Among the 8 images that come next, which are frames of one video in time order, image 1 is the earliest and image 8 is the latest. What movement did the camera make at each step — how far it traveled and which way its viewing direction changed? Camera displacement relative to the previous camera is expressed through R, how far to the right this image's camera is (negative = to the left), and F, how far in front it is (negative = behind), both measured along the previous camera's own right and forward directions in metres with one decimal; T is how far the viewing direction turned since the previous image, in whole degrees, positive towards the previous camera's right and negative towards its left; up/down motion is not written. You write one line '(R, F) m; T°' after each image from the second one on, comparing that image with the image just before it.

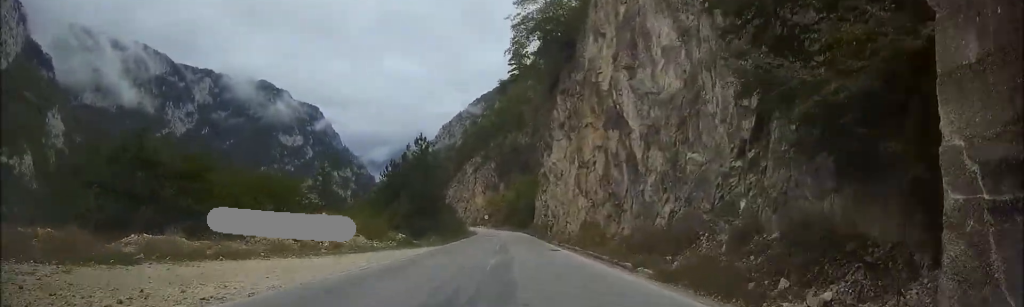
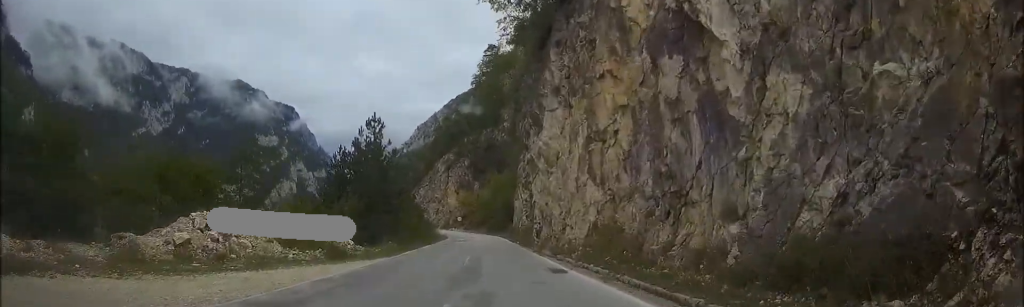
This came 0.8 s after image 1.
(+0.2, +11.6) m; +1°
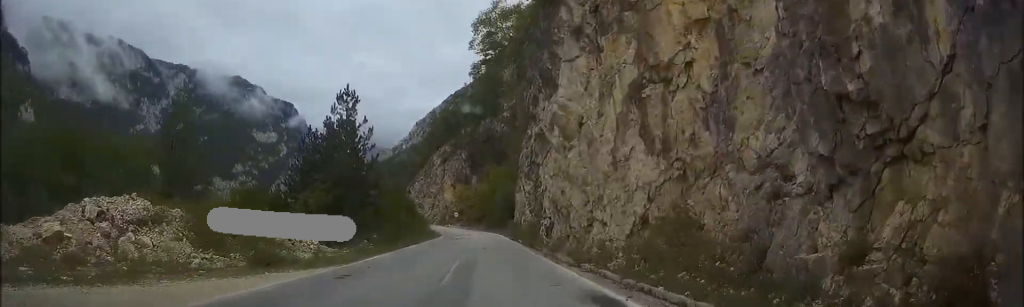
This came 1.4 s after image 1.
(0.0, +8.0) m; 0°
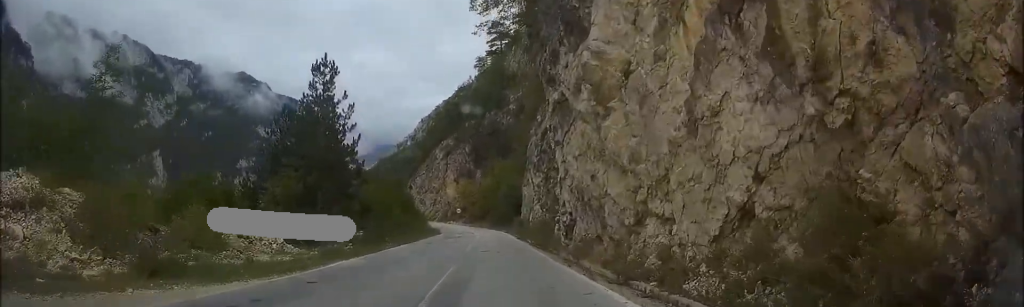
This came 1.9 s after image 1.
(0.0, +6.3) m; 0°
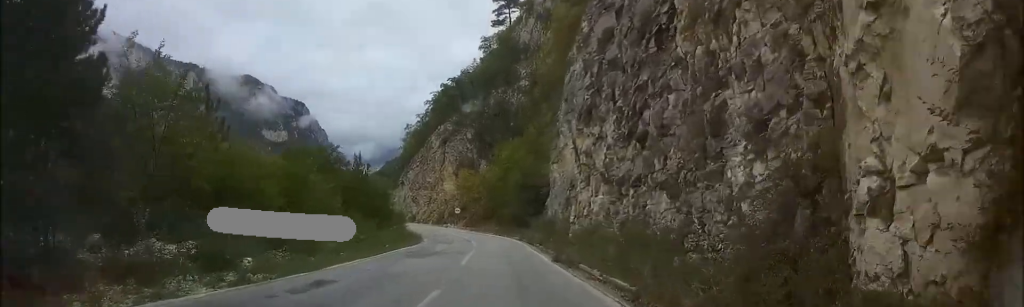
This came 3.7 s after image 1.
(0.0, +24.8) m; 0°
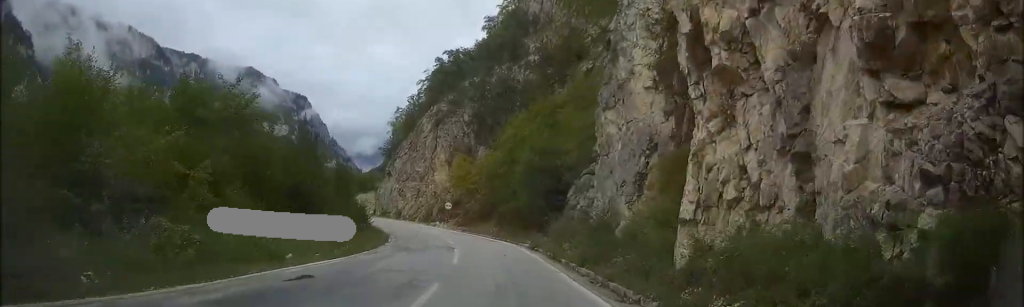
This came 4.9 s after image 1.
(0.0, +16.9) m; +1°
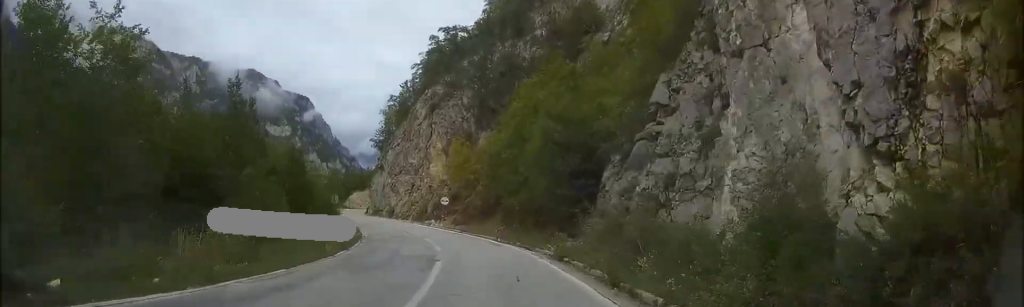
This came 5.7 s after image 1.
(+0.1, +11.3) m; +1°
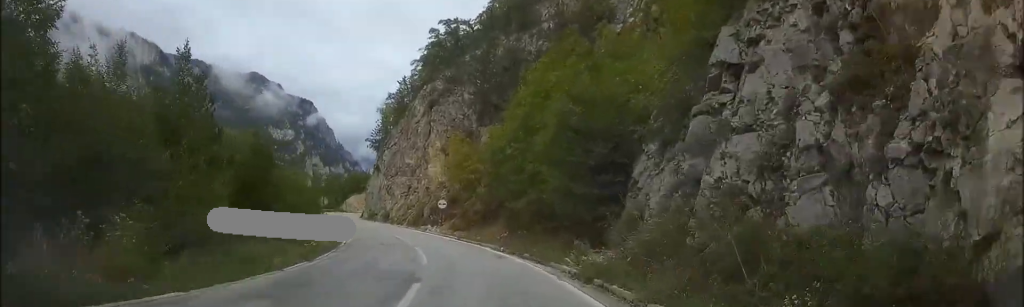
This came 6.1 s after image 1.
(0.0, +6.0) m; -1°
